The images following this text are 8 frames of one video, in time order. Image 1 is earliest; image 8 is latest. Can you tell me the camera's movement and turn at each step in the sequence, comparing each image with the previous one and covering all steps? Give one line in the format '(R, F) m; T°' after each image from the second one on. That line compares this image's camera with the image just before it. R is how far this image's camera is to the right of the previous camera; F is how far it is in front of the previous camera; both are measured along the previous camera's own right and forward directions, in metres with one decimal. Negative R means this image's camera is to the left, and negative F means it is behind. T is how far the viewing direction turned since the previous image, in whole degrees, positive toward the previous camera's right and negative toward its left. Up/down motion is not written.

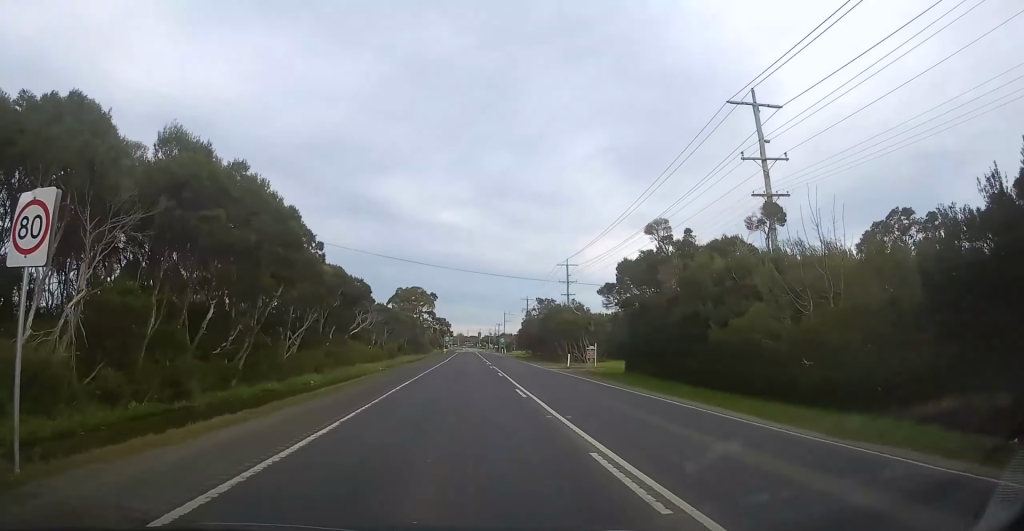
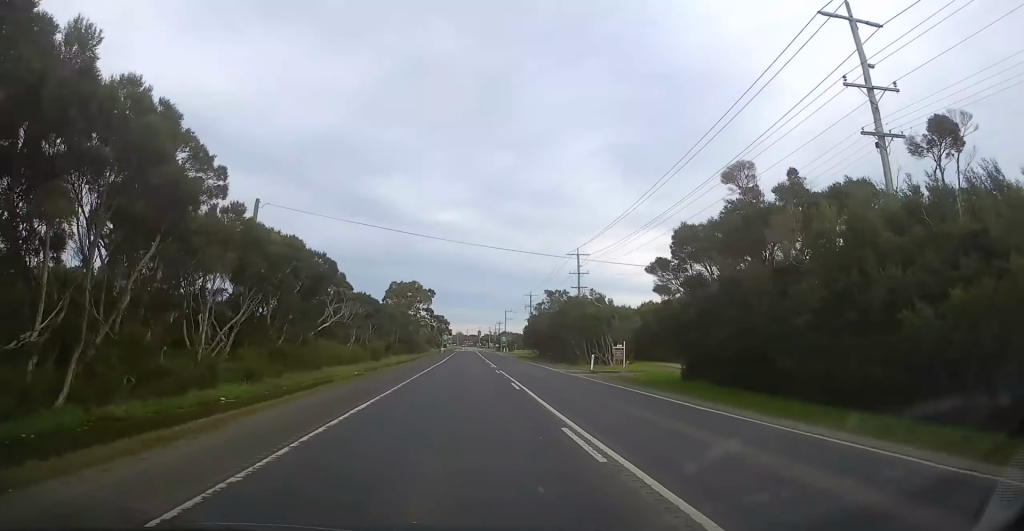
(+0.3, +9.4) m; 0°
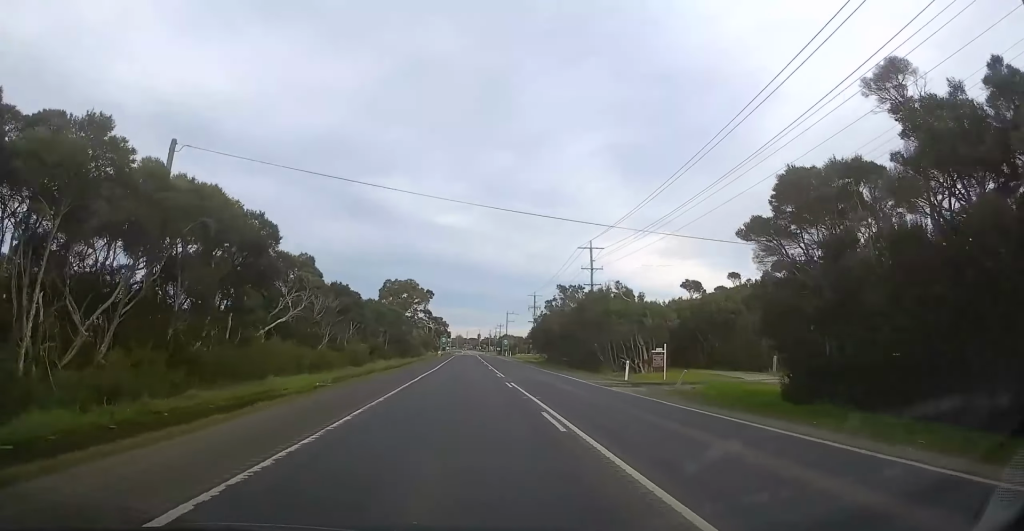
(-0.2, +9.6) m; 0°
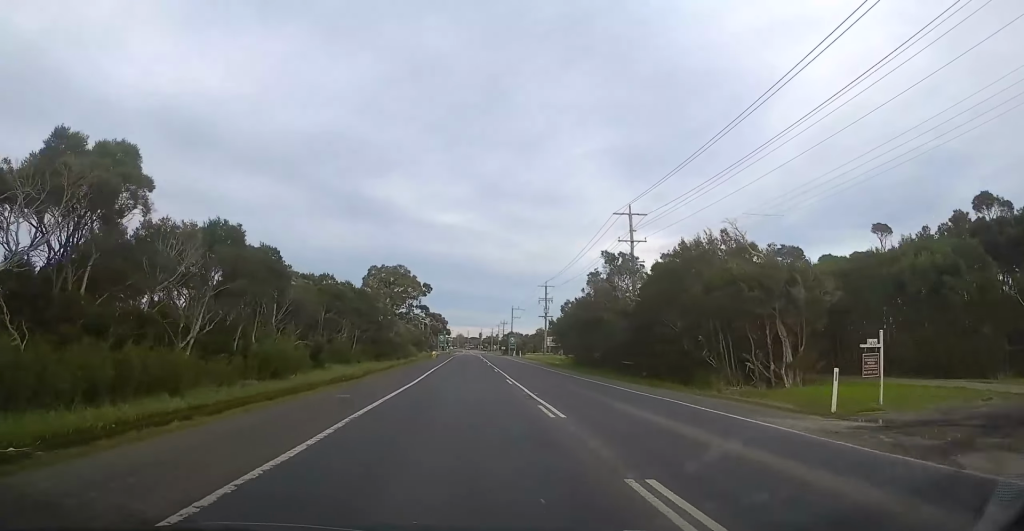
(-0.3, +18.8) m; 0°
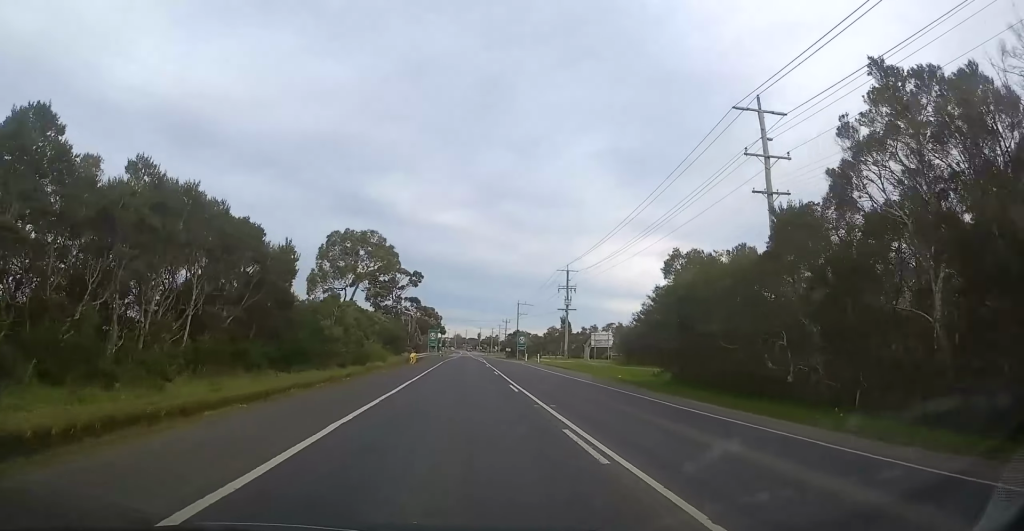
(+0.2, +27.4) m; 0°
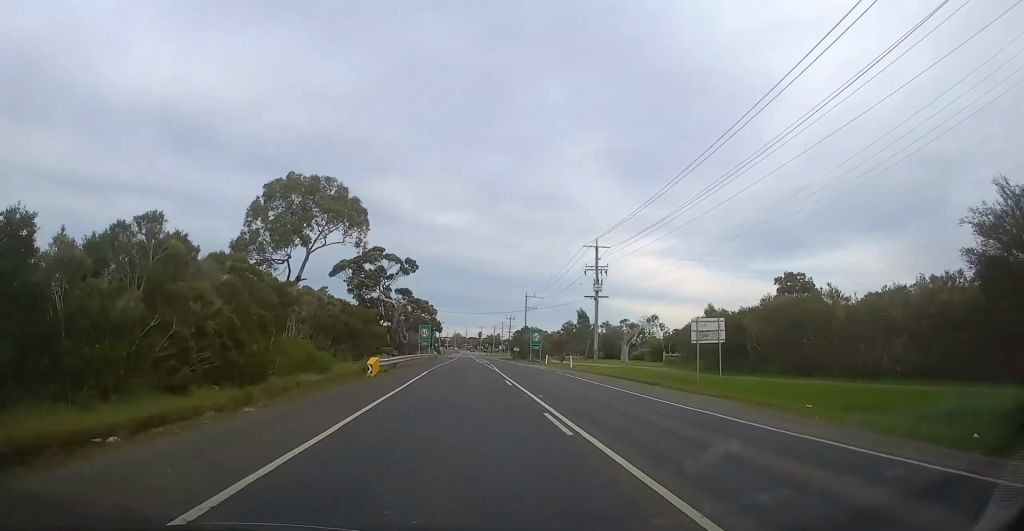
(-0.2, +21.2) m; +1°
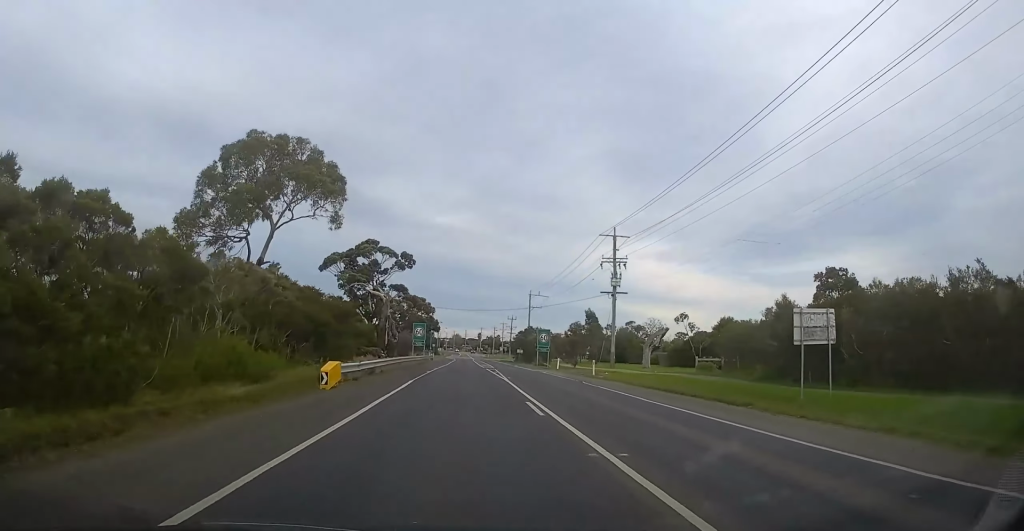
(+0.2, +9.0) m; +1°
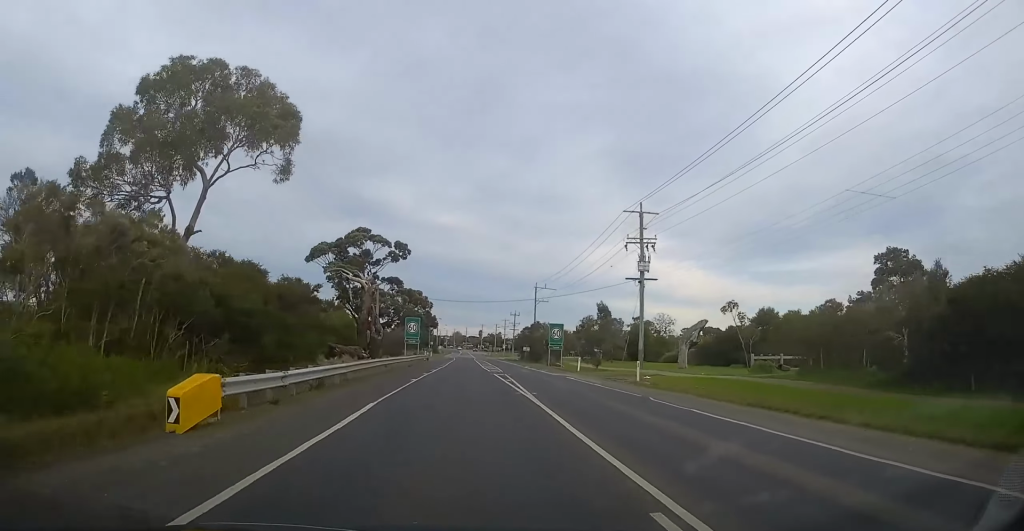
(+0.1, +10.0) m; 0°
